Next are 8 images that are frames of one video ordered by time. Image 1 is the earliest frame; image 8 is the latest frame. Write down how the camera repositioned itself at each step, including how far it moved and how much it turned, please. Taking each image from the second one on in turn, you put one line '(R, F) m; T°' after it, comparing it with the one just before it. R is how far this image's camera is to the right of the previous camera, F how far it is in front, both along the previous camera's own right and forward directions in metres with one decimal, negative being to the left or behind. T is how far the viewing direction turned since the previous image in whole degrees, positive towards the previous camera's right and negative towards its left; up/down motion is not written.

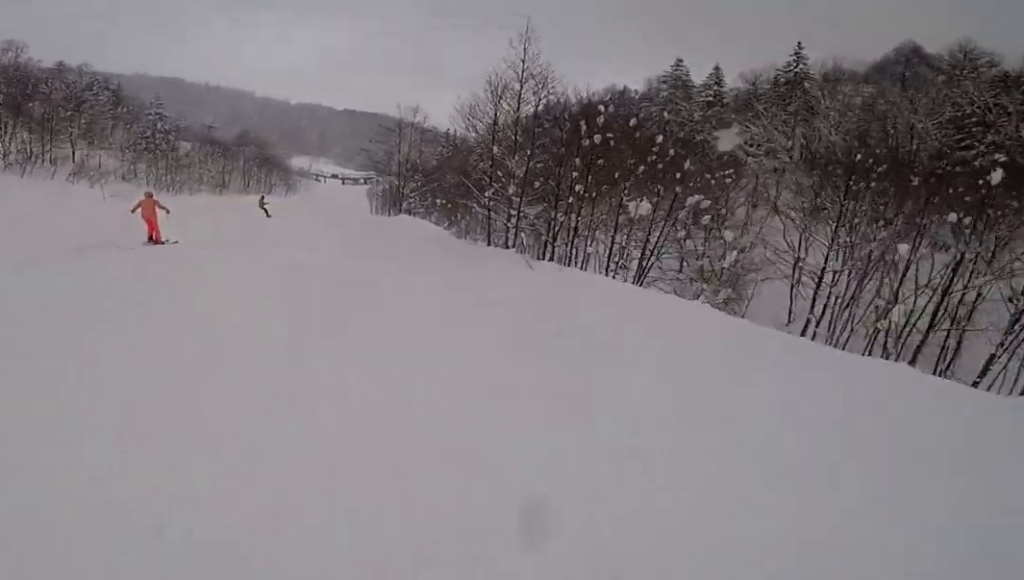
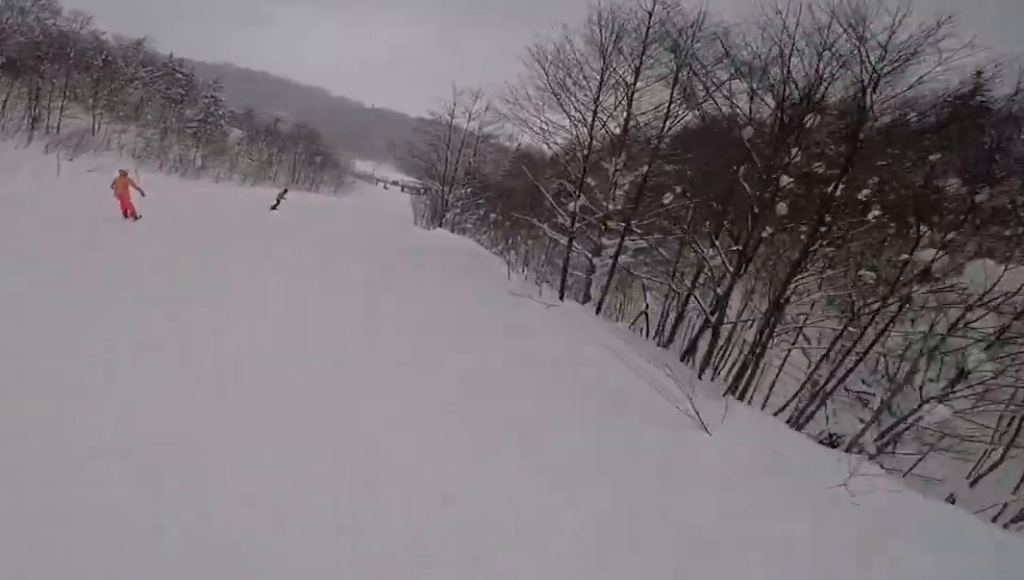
(-1.5, +8.4) m; -12°
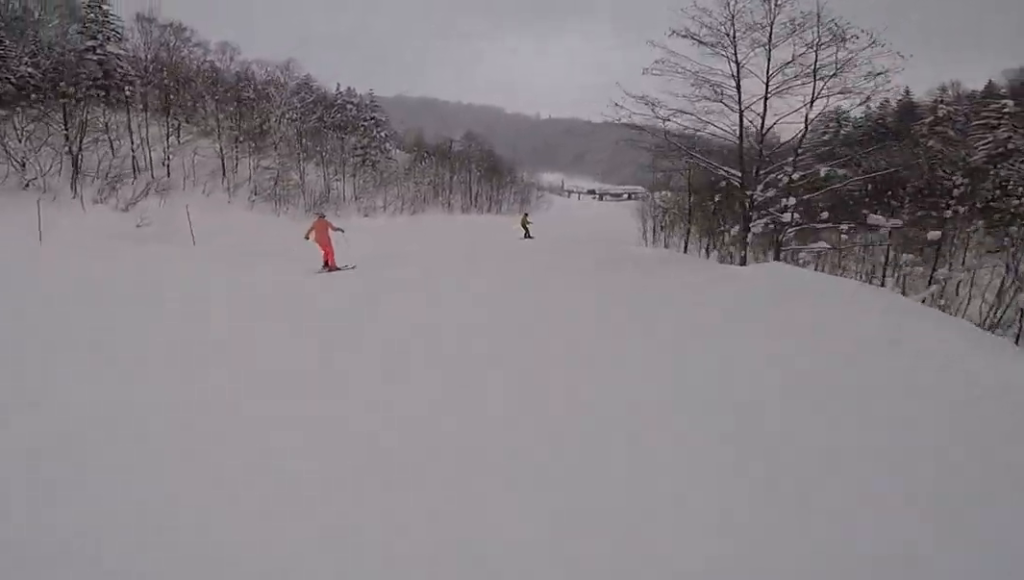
(-1.5, +13.4) m; -9°
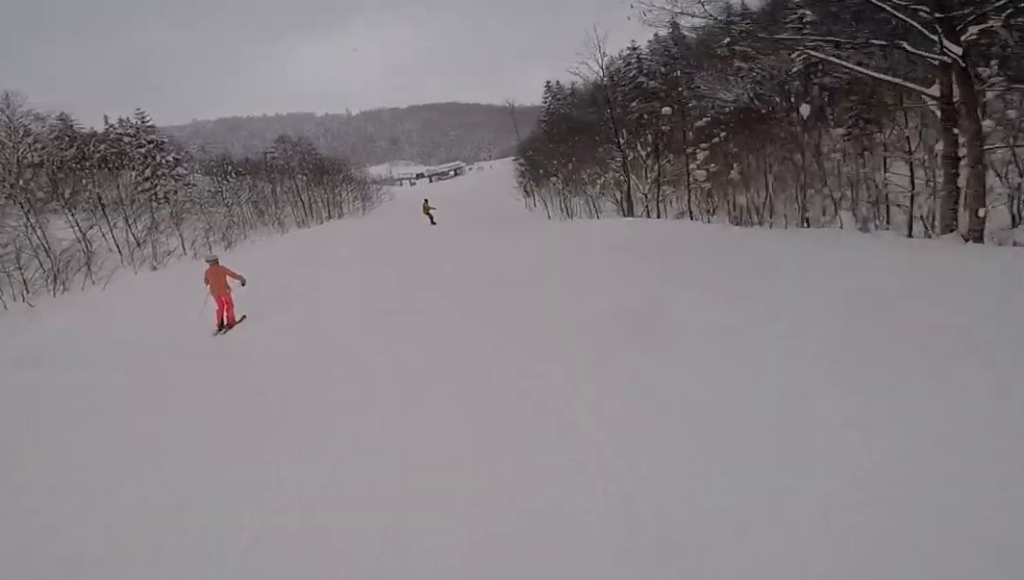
(+0.2, +9.4) m; +12°
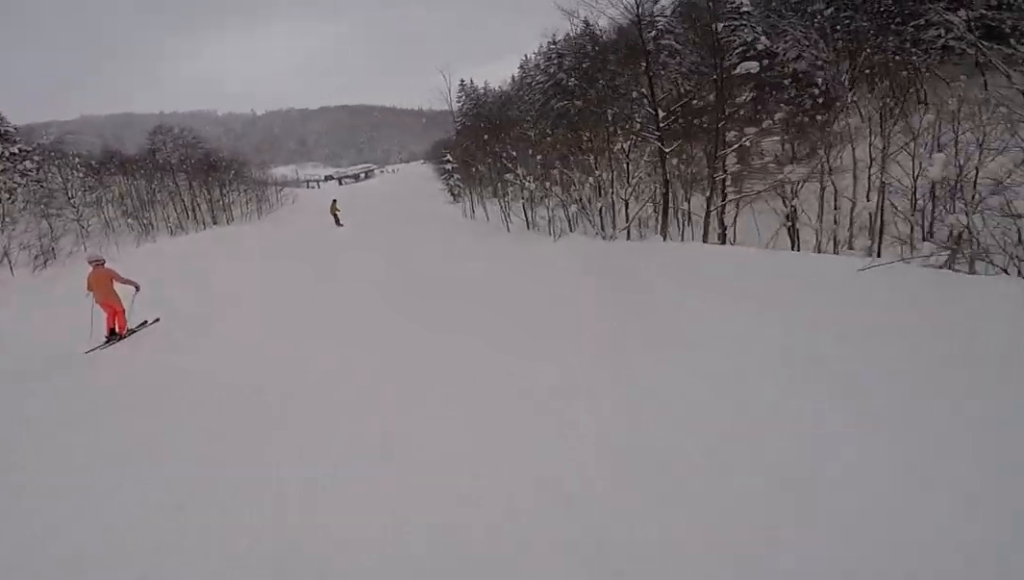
(+1.2, +7.6) m; +7°
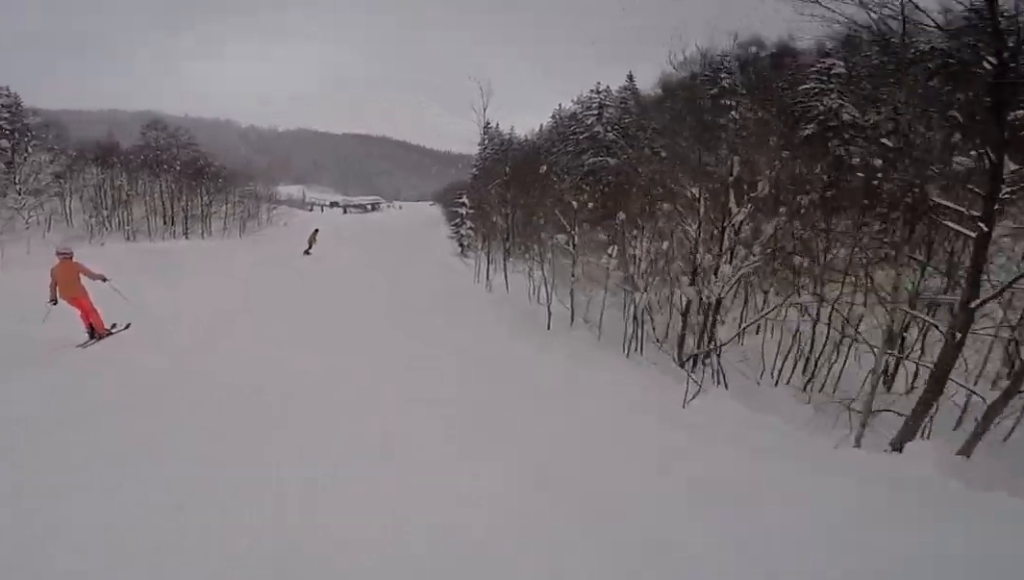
(+0.2, +6.2) m; -5°
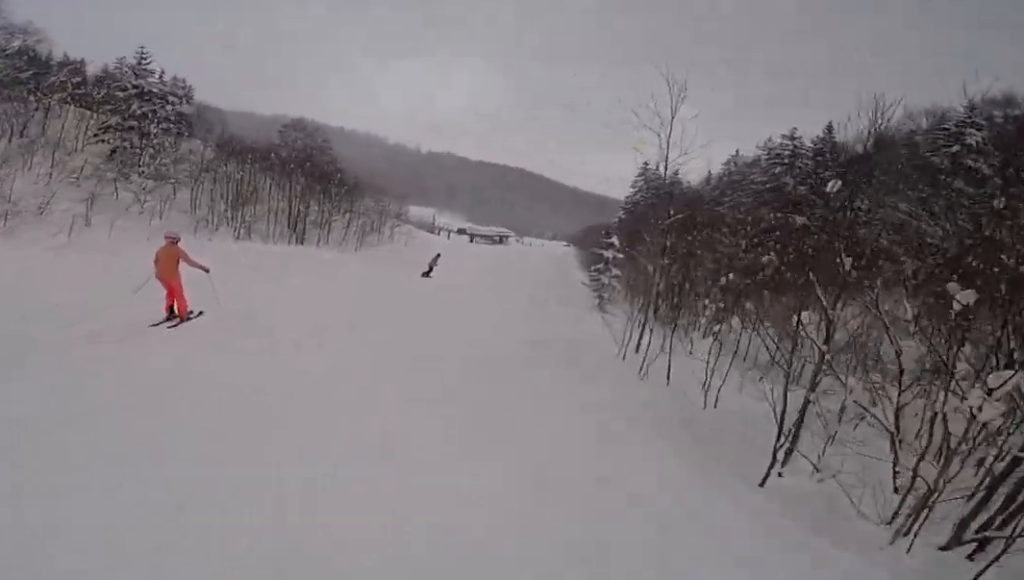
(-0.5, +4.3) m; -5°
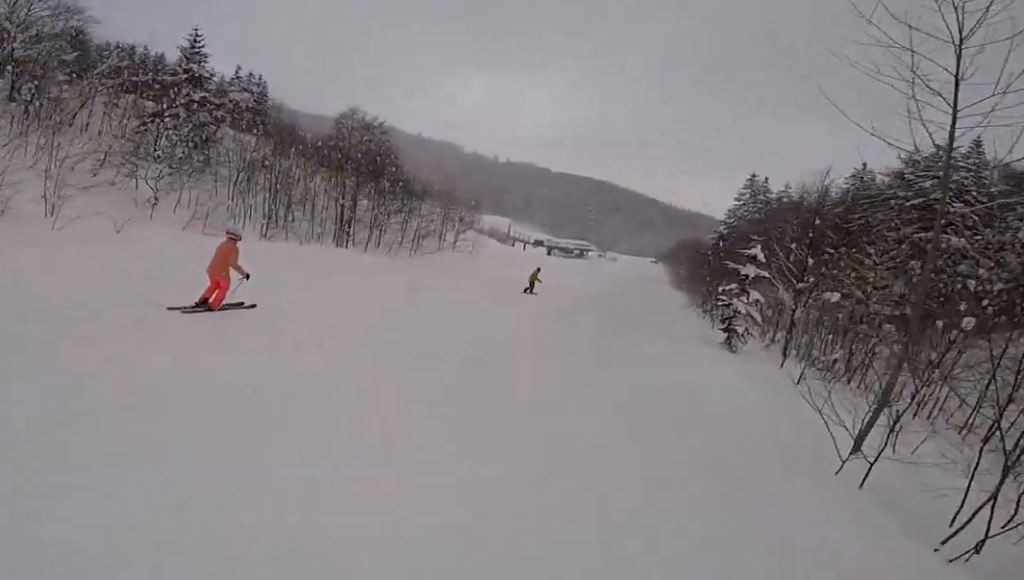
(-0.4, +5.9) m; -5°
